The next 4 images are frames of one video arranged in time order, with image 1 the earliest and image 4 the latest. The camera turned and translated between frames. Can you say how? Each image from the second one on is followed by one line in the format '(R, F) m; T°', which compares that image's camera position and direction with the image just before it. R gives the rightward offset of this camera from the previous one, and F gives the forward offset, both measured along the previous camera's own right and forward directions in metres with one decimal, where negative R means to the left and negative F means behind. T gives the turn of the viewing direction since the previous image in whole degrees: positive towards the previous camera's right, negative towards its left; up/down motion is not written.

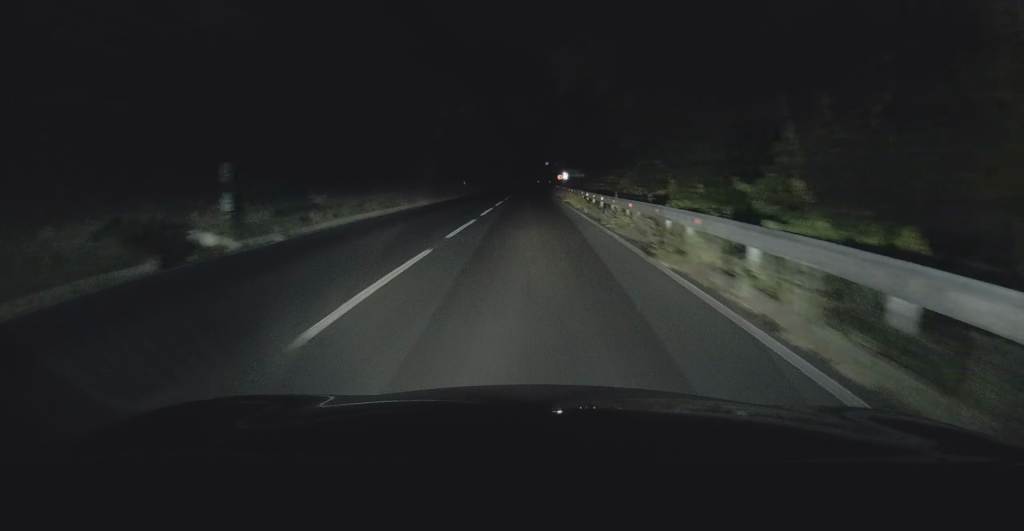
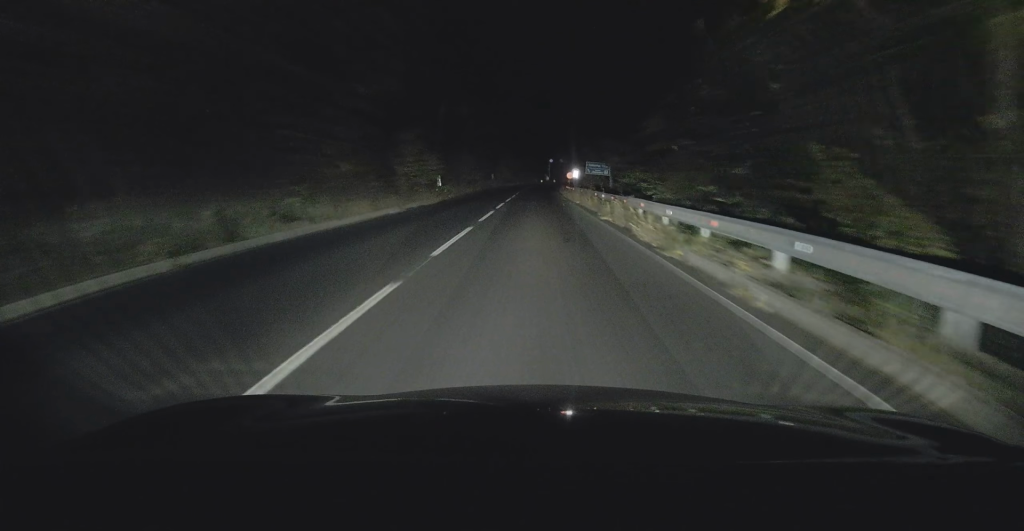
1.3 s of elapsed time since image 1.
(-0.6, +20.6) m; -1°
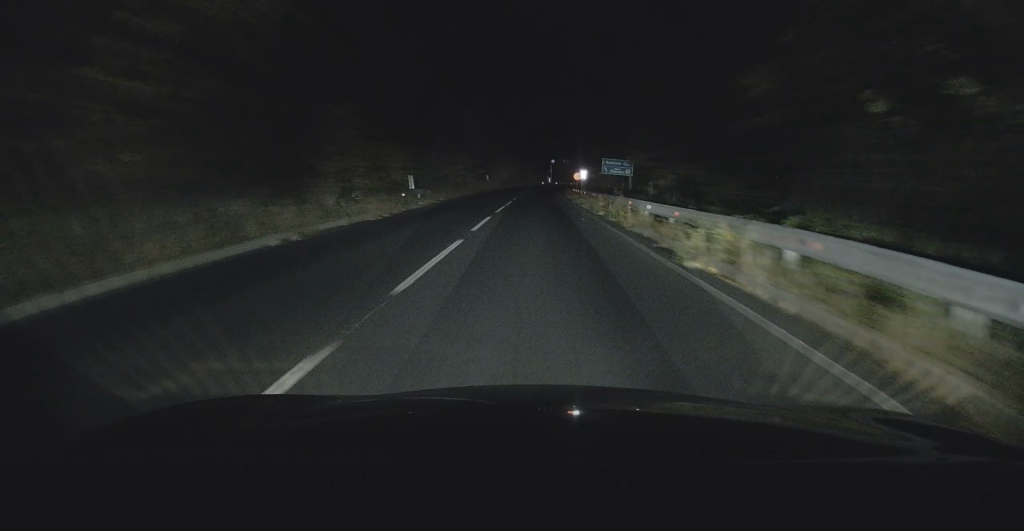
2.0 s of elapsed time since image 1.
(0.0, +11.9) m; +1°
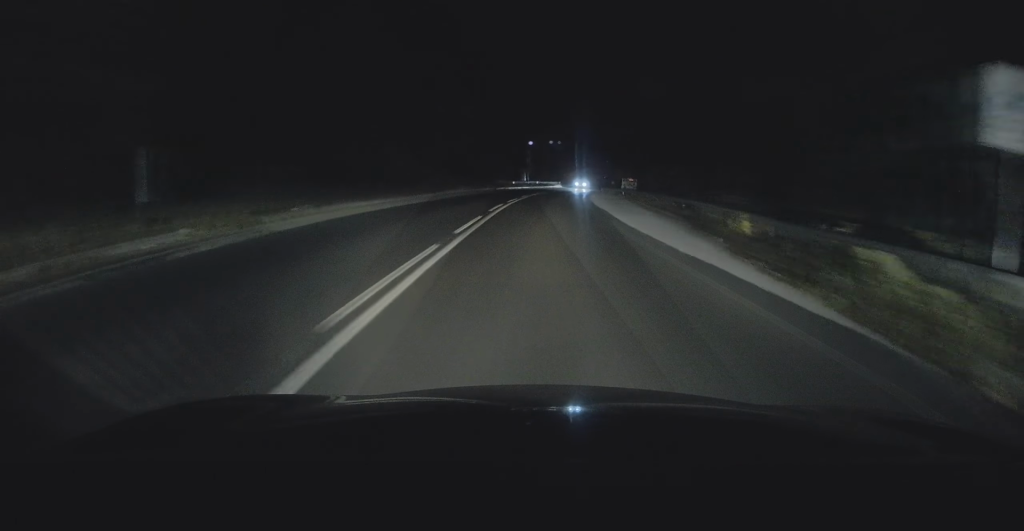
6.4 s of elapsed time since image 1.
(+0.5, +72.3) m; +2°
